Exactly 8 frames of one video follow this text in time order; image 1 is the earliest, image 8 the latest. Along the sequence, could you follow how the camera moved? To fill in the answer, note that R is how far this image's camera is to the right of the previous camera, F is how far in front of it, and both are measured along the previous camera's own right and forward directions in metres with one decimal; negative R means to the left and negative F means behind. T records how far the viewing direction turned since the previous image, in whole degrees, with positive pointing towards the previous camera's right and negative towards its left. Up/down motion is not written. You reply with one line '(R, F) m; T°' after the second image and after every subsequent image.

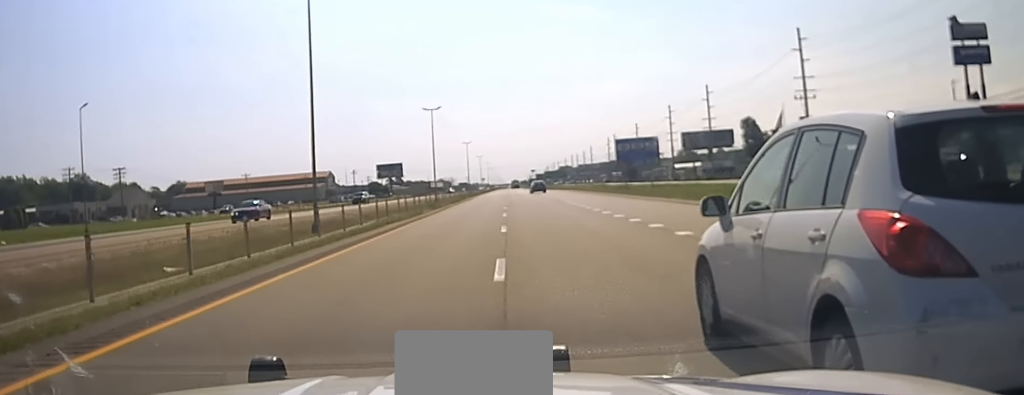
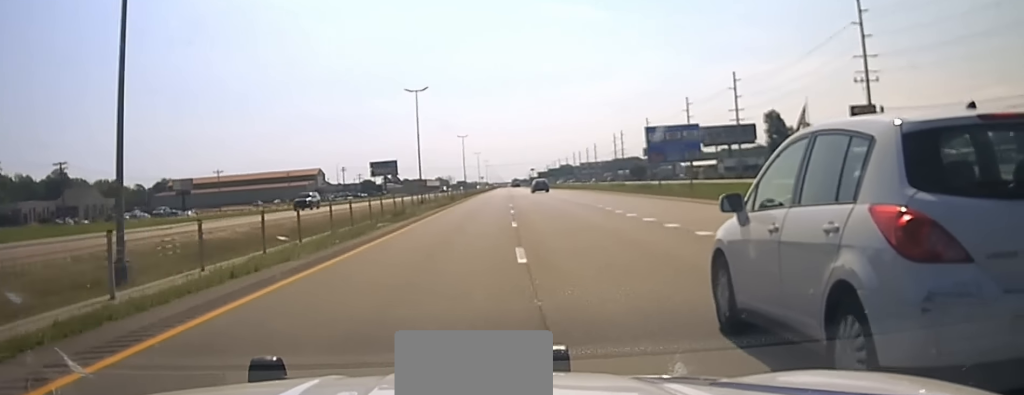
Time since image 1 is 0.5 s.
(-0.2, +22.9) m; 0°
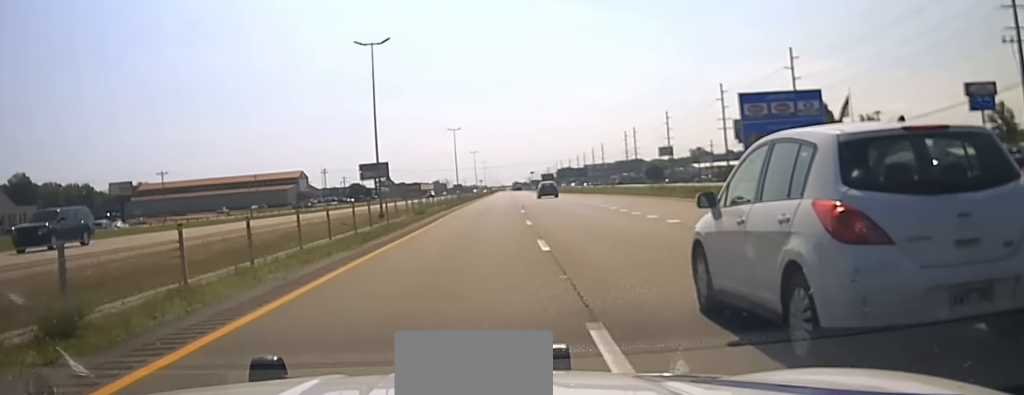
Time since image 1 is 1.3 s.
(+0.3, +35.3) m; 0°
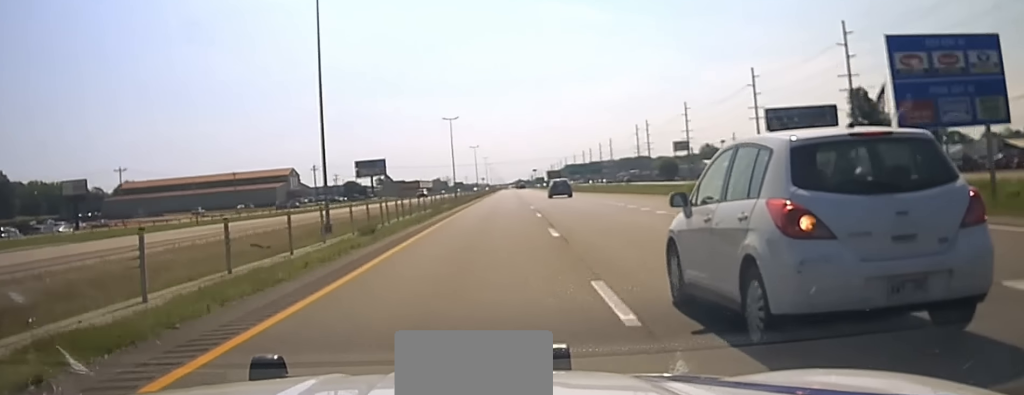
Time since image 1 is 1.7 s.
(0.0, +21.7) m; 0°
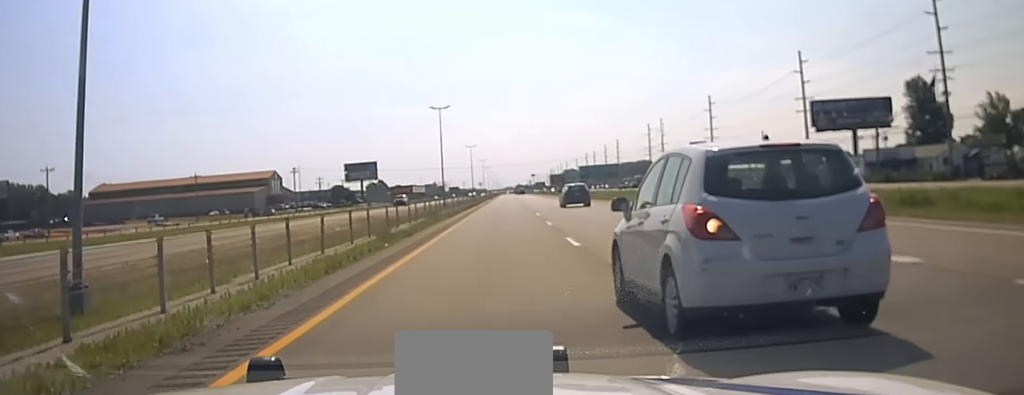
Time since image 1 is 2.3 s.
(-0.3, +26.6) m; 0°
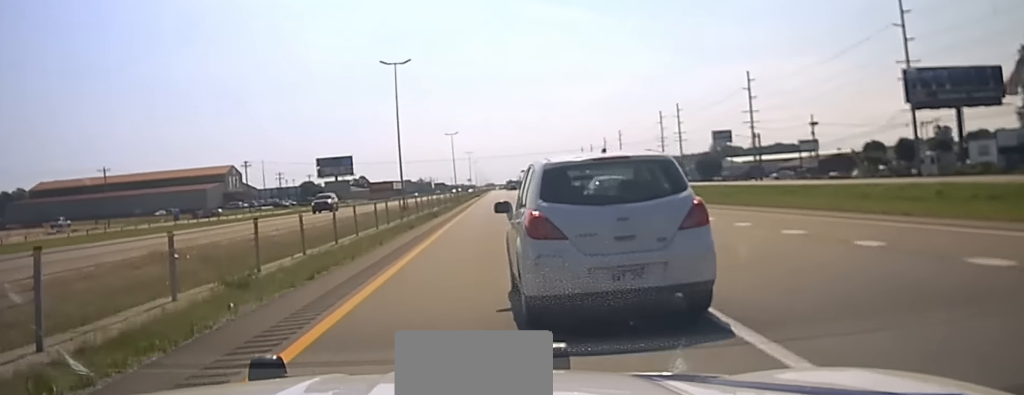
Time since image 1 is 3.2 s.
(+0.3, +43.7) m; +1°
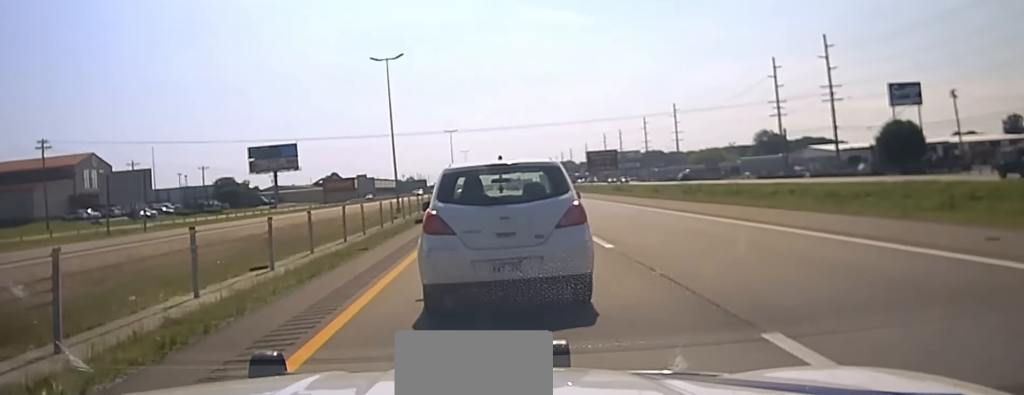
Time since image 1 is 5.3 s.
(+0.6, +106.5) m; 0°
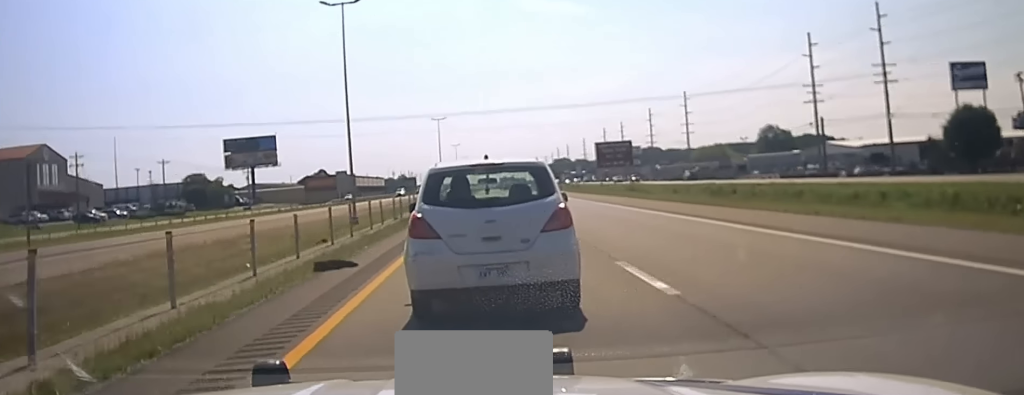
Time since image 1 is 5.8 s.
(0.0, +18.7) m; 0°
